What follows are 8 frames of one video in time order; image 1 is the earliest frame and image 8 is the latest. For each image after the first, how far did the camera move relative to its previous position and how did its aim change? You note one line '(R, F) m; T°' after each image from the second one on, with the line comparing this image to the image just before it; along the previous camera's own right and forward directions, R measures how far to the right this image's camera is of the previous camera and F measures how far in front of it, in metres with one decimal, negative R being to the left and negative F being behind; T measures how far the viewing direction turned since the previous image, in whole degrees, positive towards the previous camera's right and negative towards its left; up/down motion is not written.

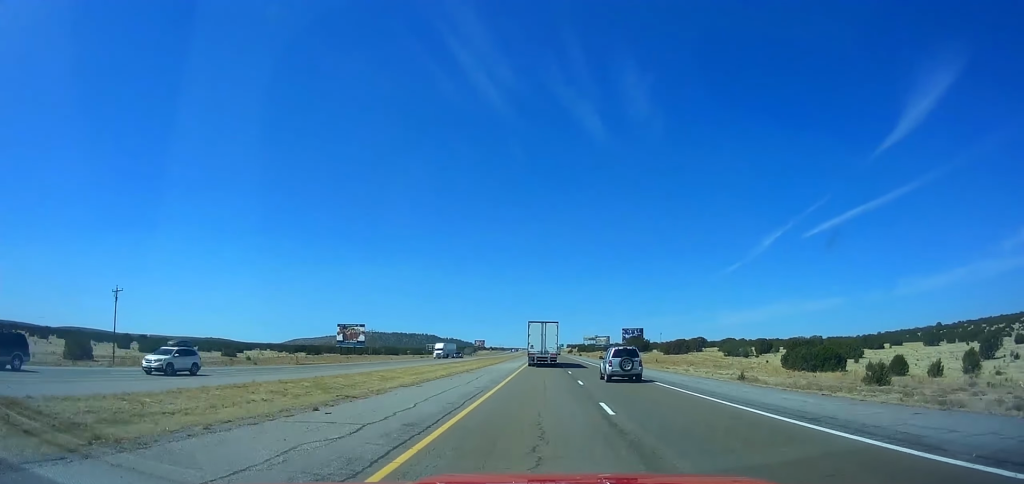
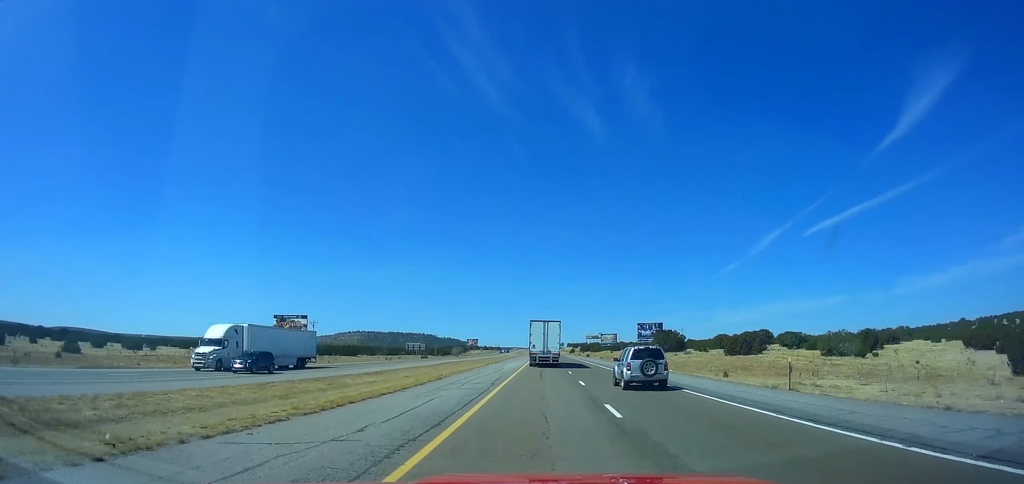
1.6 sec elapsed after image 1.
(0.0, +49.1) m; 0°
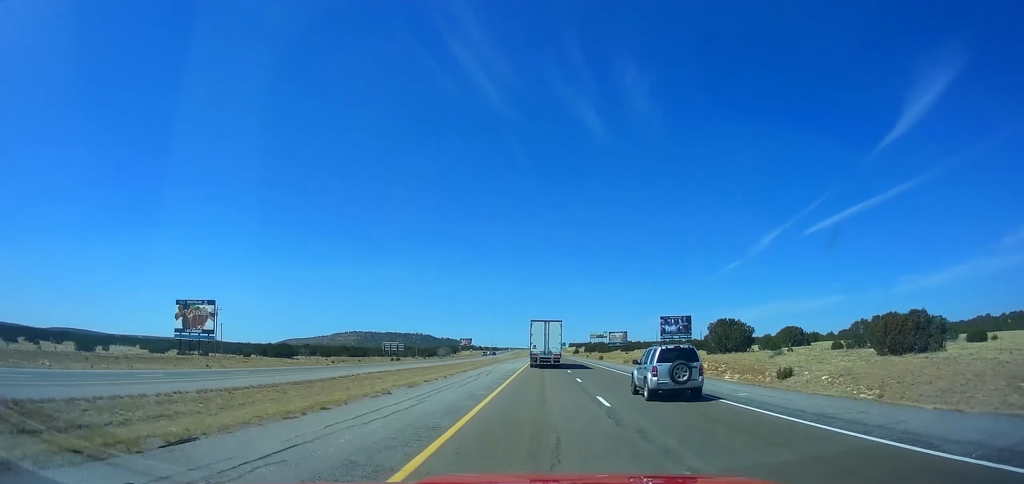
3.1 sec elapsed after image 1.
(0.0, +46.0) m; 0°
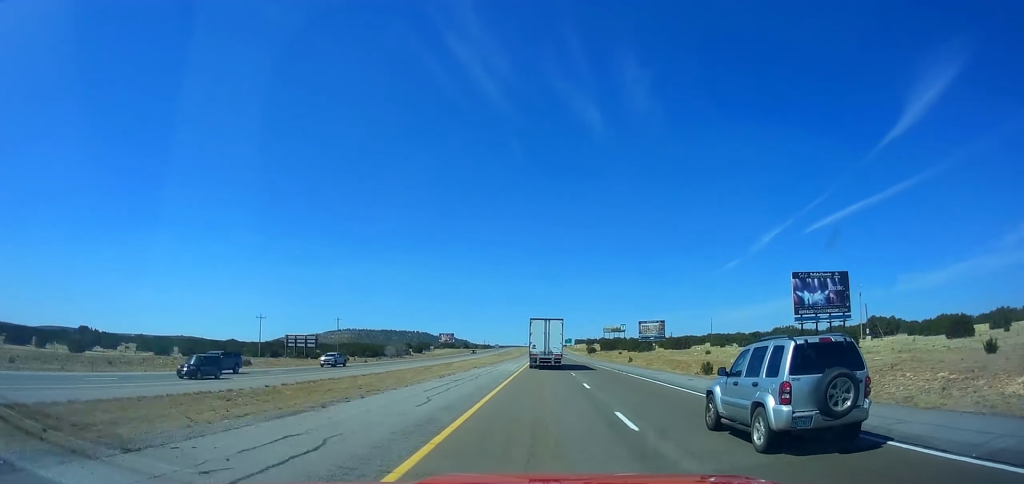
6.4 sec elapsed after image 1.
(0.0, +101.2) m; 0°
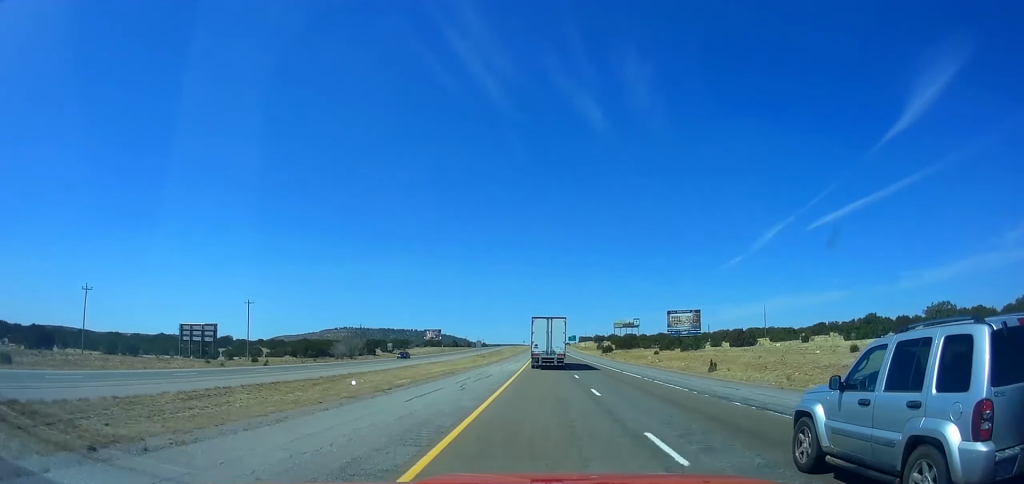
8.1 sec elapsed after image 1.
(0.0, +52.0) m; 0°
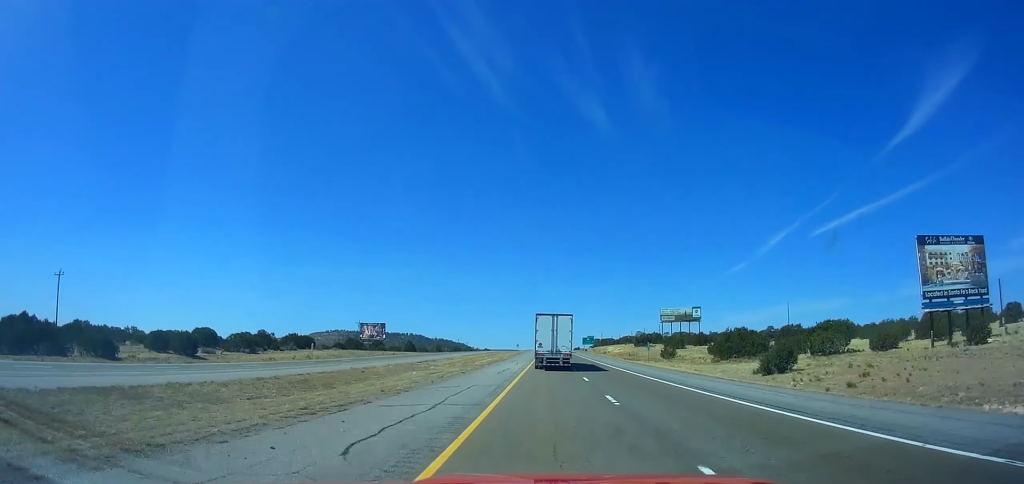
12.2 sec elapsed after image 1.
(0.0, +125.1) m; 0°
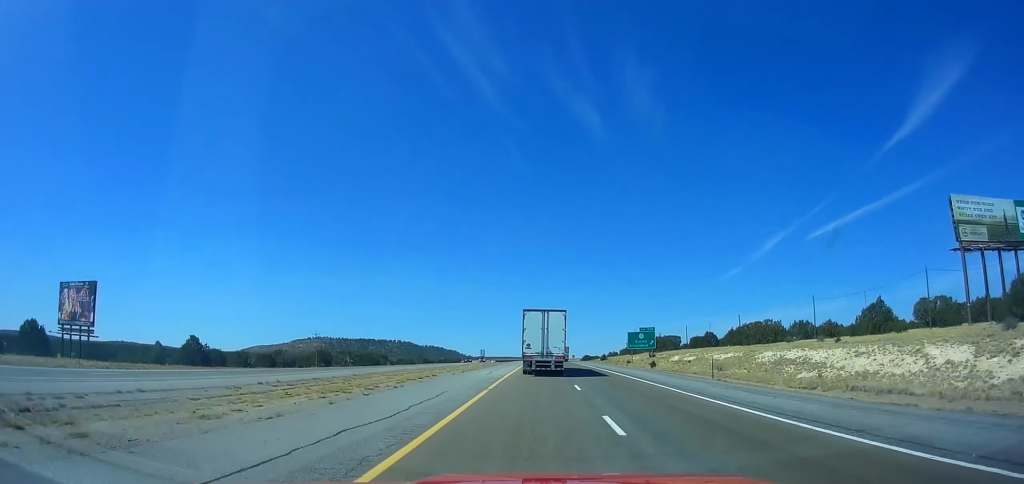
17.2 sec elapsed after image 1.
(0.0, +150.7) m; 0°
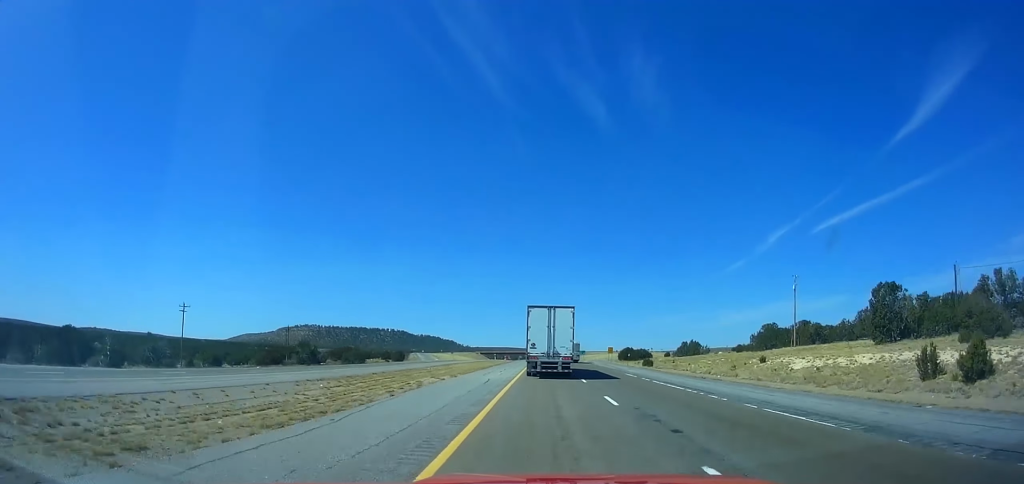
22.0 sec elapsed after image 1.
(-1.1, +141.1) m; 0°
